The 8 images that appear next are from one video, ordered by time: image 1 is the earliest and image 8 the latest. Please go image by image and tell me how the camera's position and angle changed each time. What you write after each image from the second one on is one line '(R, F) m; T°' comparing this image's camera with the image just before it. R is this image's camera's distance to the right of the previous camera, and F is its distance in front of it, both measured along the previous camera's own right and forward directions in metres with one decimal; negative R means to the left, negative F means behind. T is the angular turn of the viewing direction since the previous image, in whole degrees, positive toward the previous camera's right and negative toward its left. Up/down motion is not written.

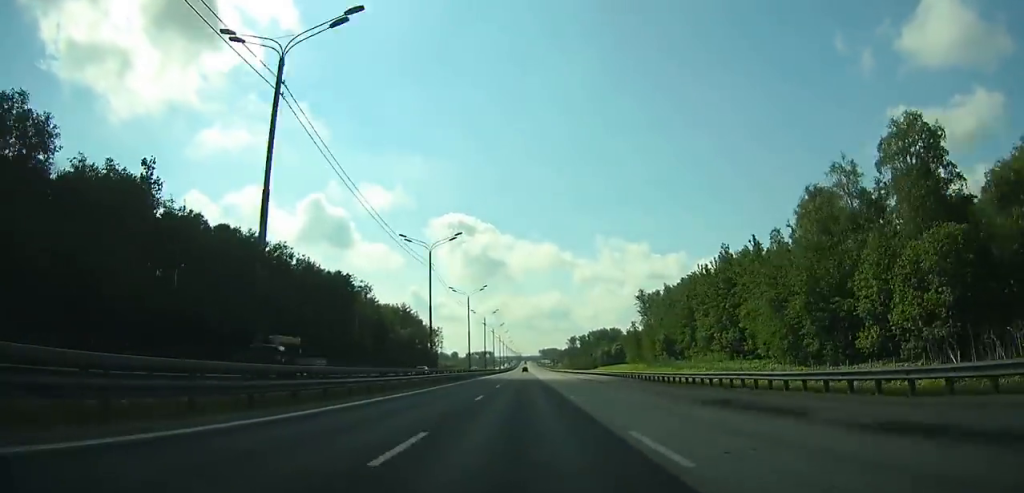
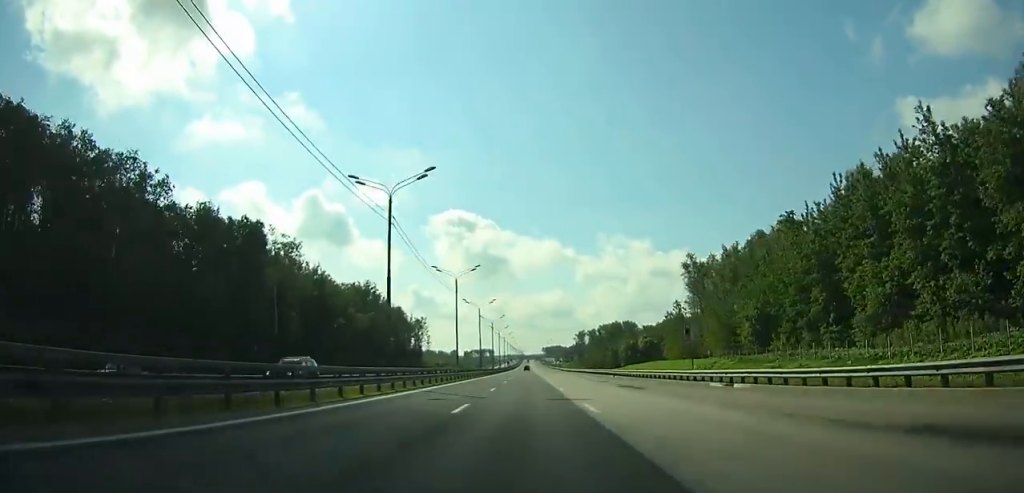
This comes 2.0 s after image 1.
(0.0, +56.0) m; 0°
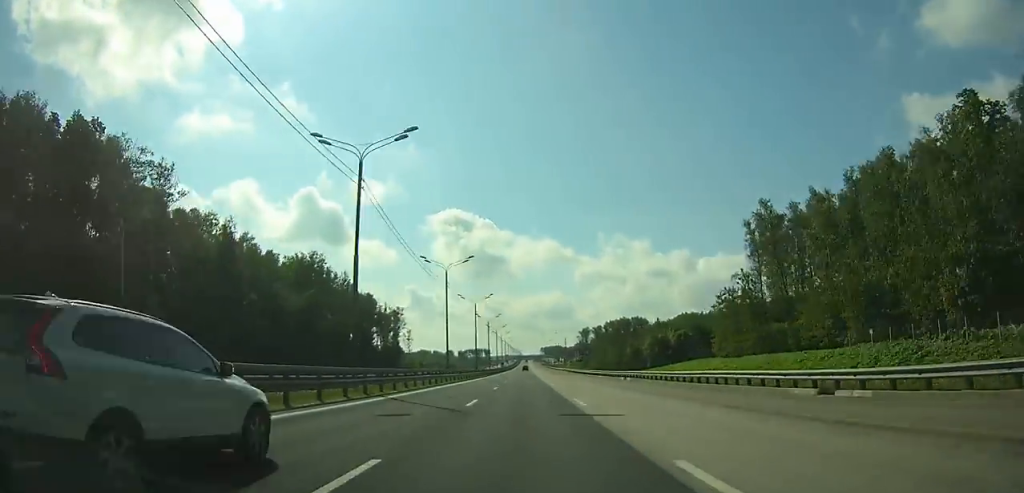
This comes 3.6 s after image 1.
(+0.2, +44.3) m; 0°
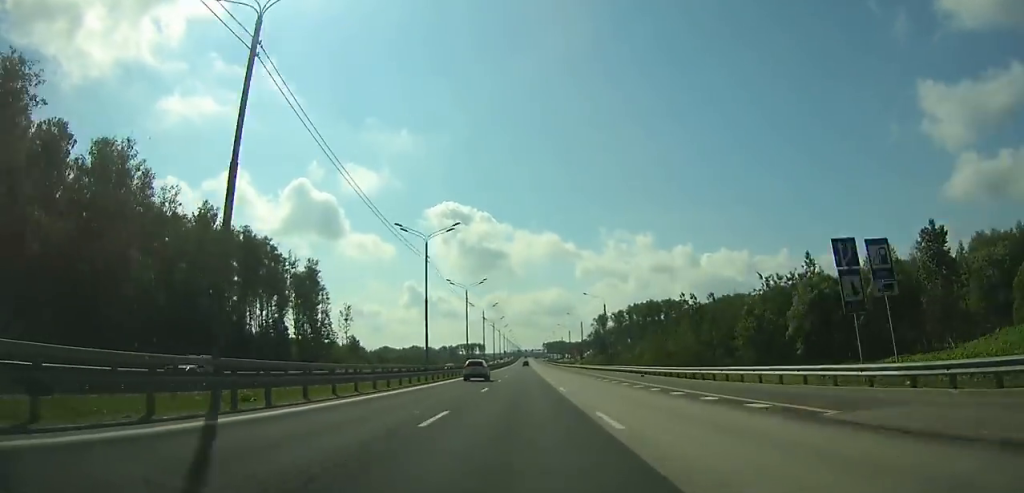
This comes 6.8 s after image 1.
(+0.2, +87.6) m; 0°
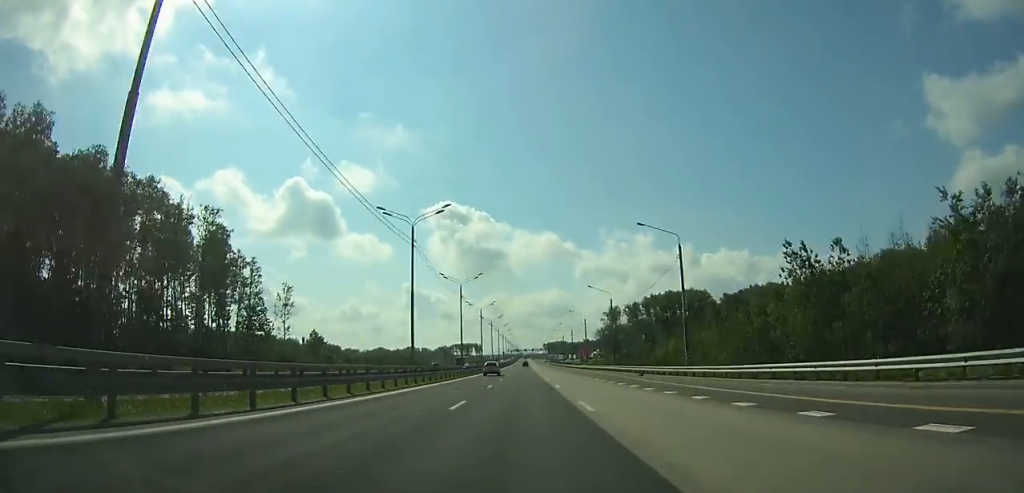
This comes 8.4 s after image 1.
(0.0, +43.4) m; 0°
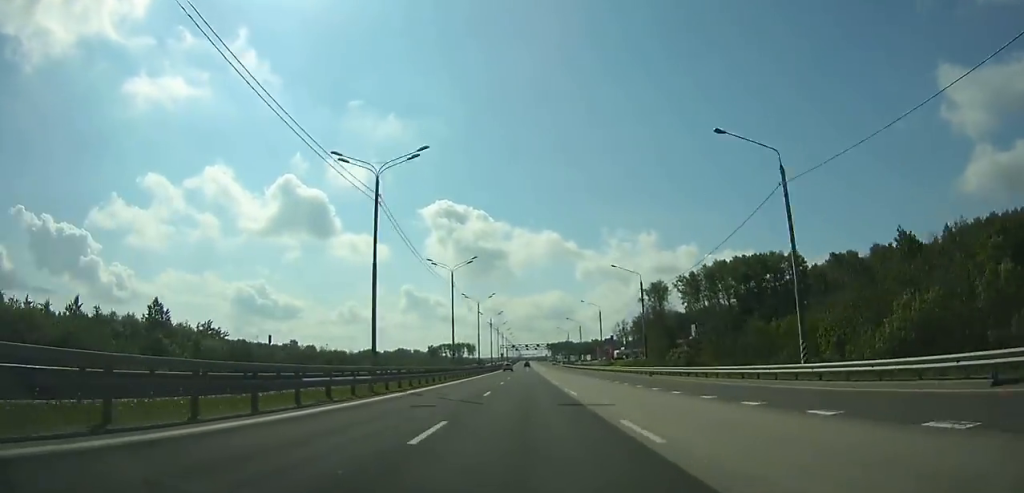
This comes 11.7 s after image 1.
(0.0, +88.0) m; 0°
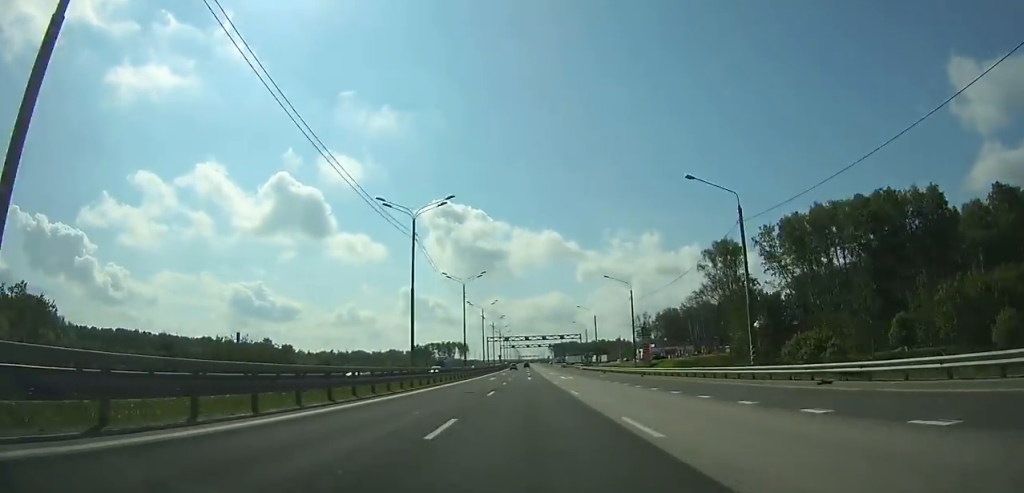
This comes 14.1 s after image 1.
(+0.1, +63.3) m; 0°
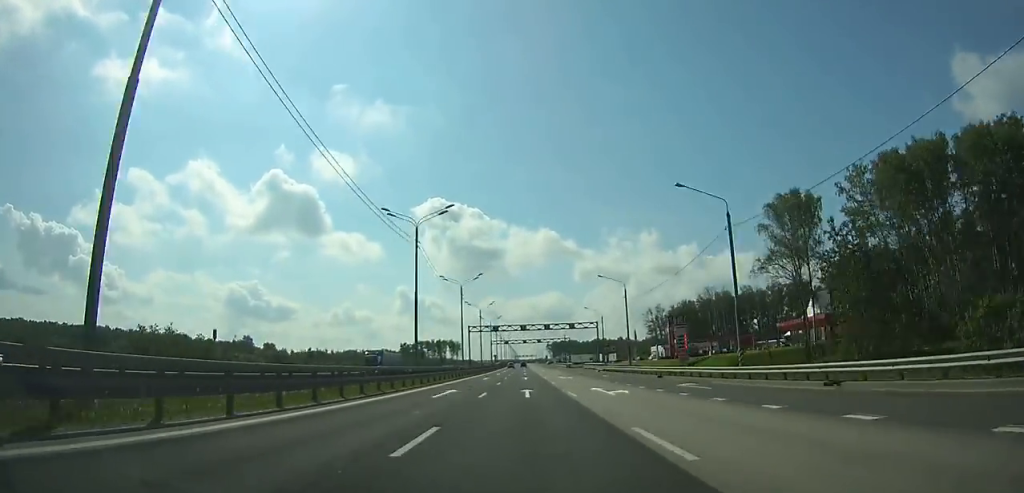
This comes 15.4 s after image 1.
(+0.1, +33.9) m; 0°
